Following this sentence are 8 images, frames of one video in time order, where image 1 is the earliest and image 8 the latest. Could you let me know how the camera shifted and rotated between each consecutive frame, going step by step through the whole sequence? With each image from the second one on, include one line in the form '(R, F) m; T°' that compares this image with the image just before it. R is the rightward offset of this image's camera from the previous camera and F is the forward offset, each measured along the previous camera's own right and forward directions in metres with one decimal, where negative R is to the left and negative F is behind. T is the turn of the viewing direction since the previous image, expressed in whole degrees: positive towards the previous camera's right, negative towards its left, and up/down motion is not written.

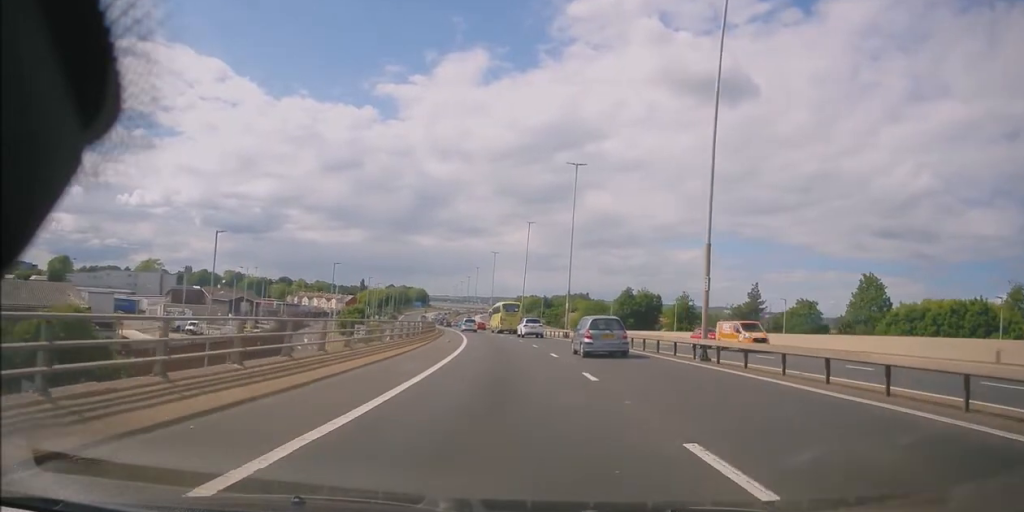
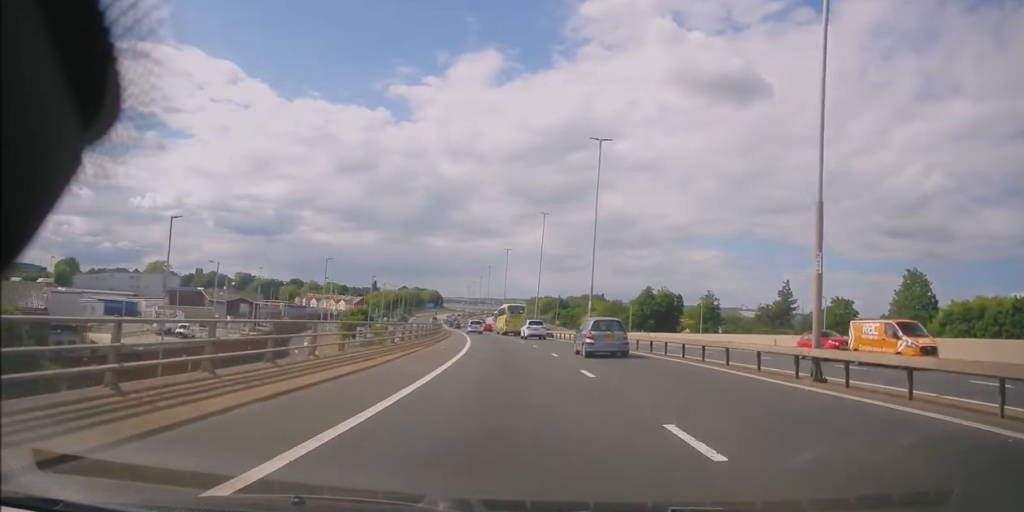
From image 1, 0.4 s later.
(-0.4, +7.4) m; -1°
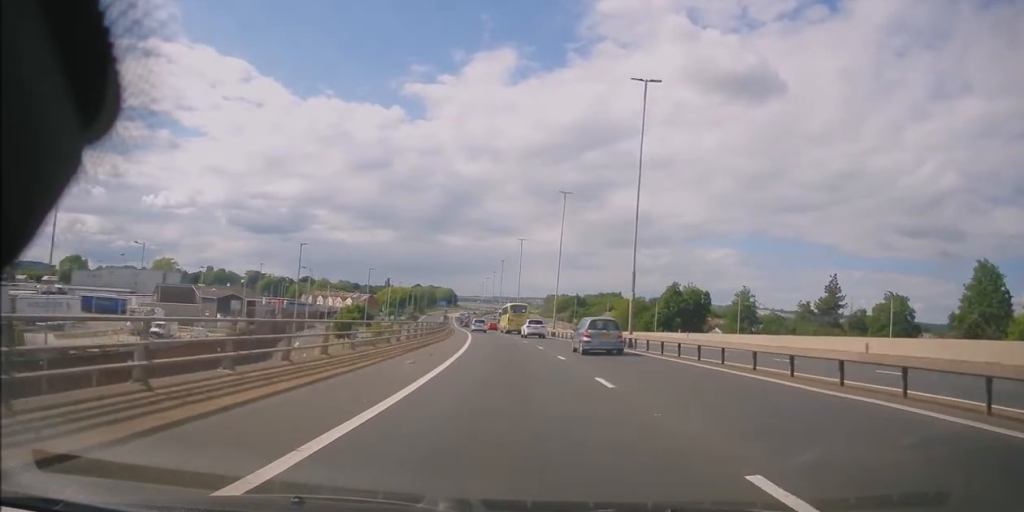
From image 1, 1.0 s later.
(-0.5, +11.1) m; -2°
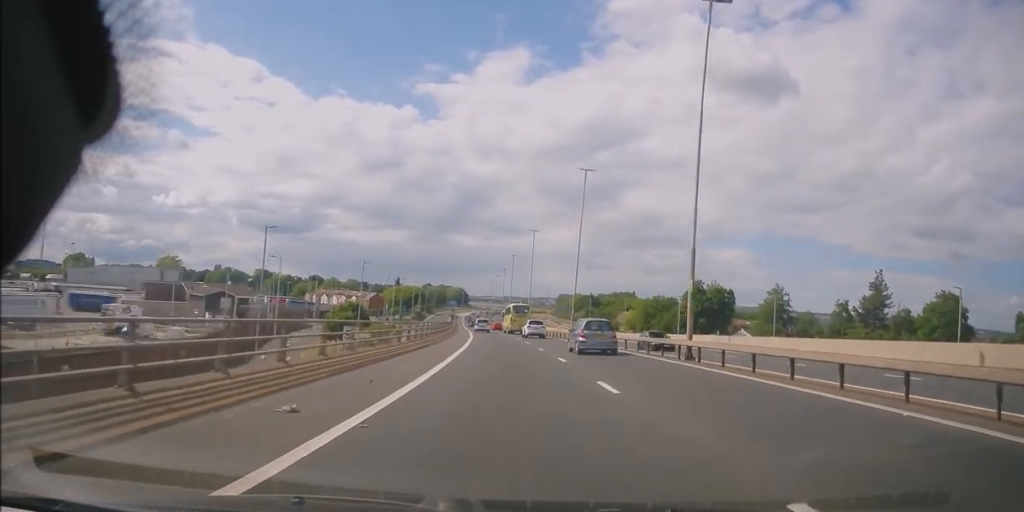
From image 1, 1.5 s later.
(+0.1, +9.4) m; -1°
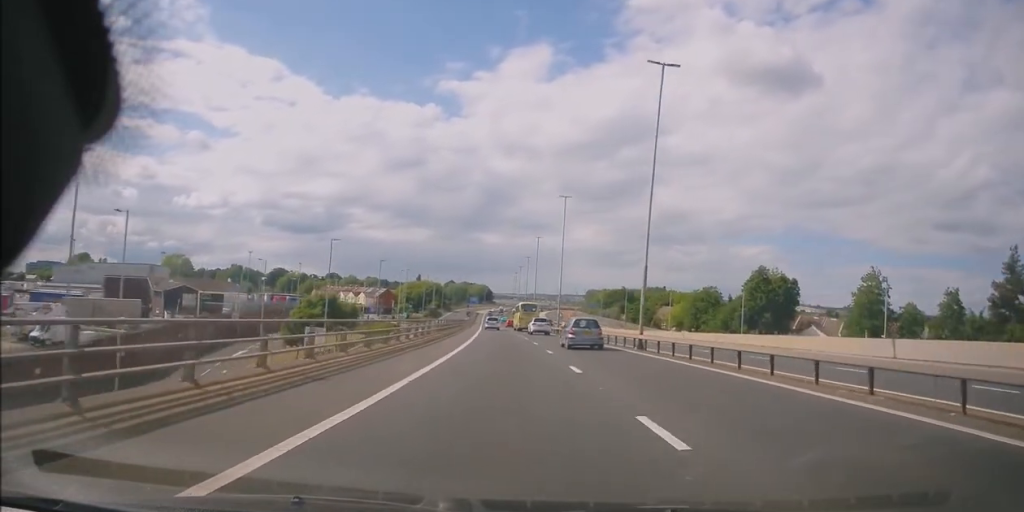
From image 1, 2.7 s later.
(-0.2, +22.1) m; -3°
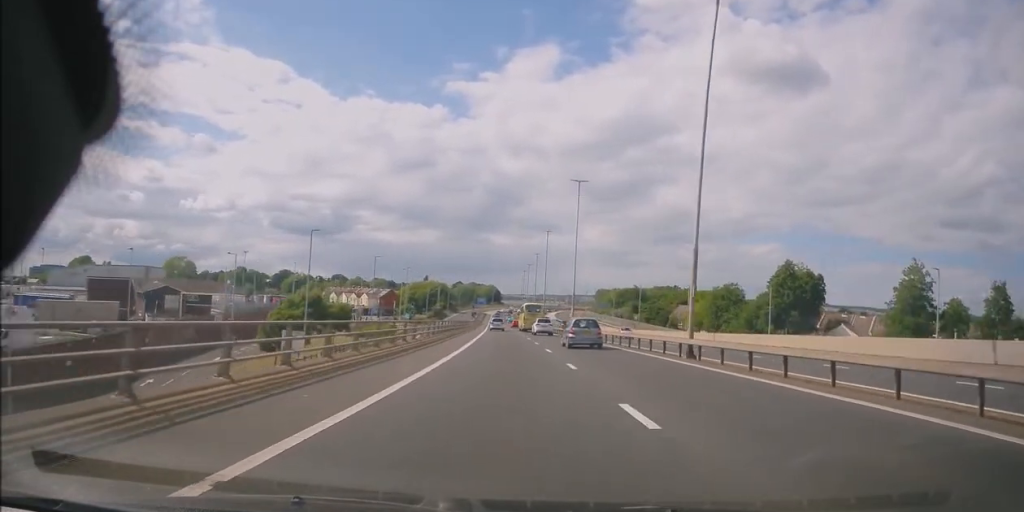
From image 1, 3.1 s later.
(0.0, +7.6) m; -1°
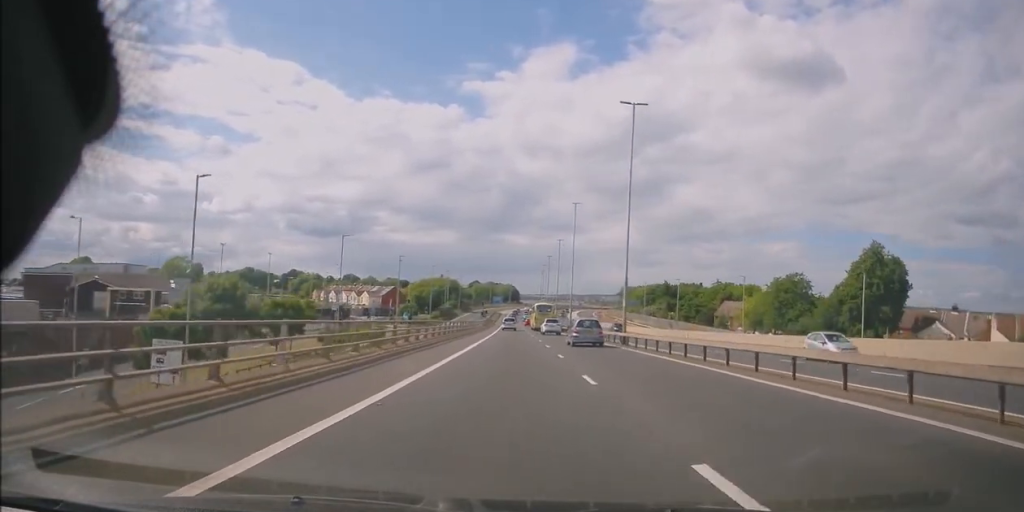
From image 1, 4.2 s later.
(-0.6, +21.6) m; -2°
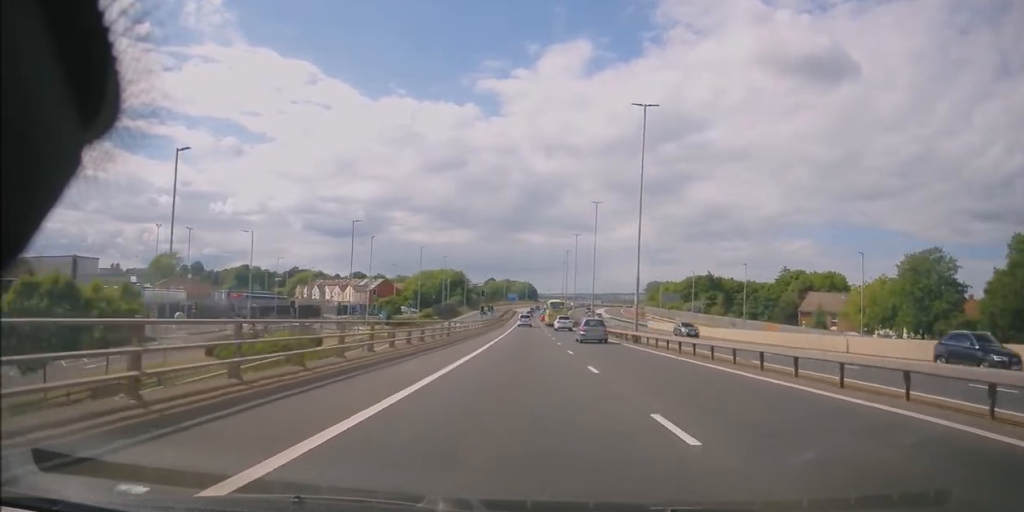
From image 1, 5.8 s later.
(-0.6, +33.1) m; -1°
